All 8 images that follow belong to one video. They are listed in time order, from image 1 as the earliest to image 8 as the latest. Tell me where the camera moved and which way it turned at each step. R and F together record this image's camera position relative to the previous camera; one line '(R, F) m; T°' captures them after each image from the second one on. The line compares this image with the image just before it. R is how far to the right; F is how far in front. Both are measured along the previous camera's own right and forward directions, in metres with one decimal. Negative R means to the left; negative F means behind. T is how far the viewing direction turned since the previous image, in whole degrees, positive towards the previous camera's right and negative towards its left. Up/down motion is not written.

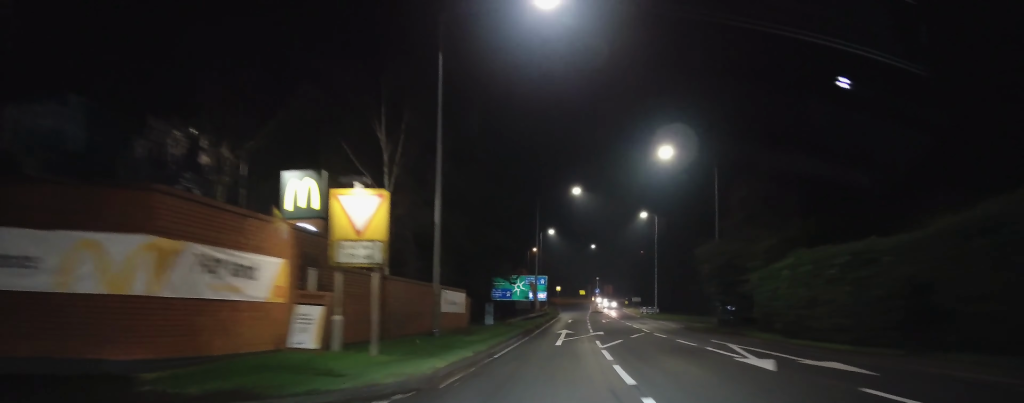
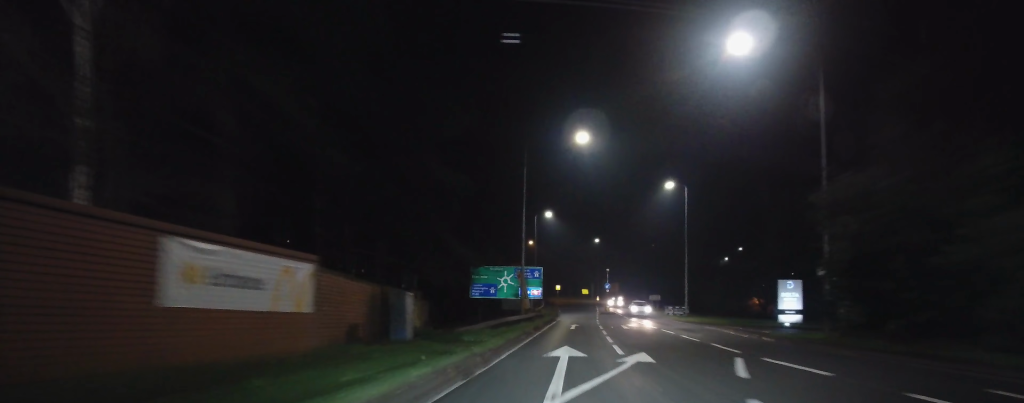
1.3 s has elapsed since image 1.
(-0.4, +19.3) m; 0°
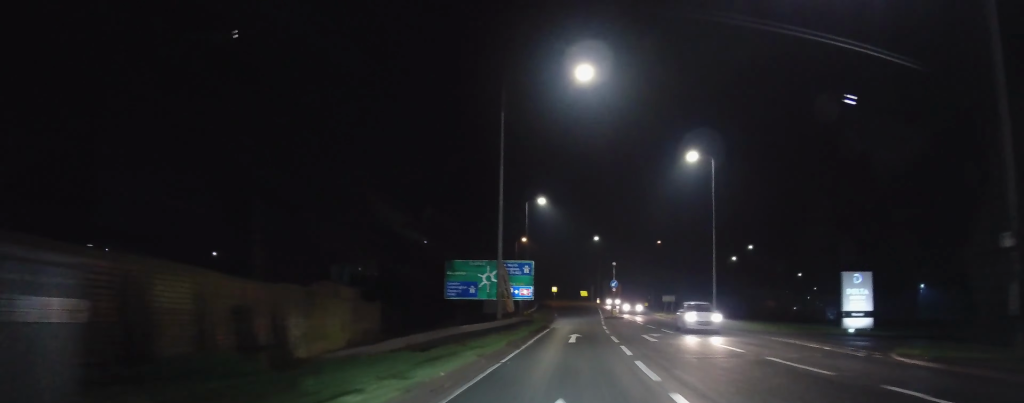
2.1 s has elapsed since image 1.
(+0.3, +12.2) m; +2°
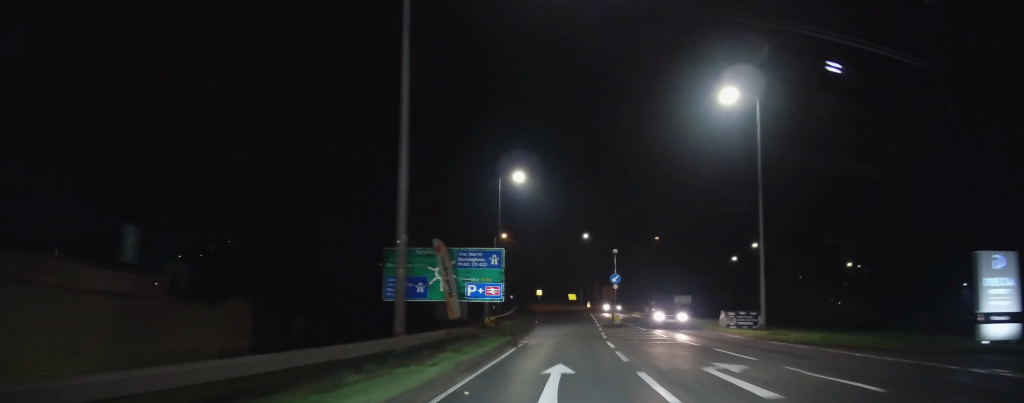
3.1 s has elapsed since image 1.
(+0.2, +14.5) m; +1°
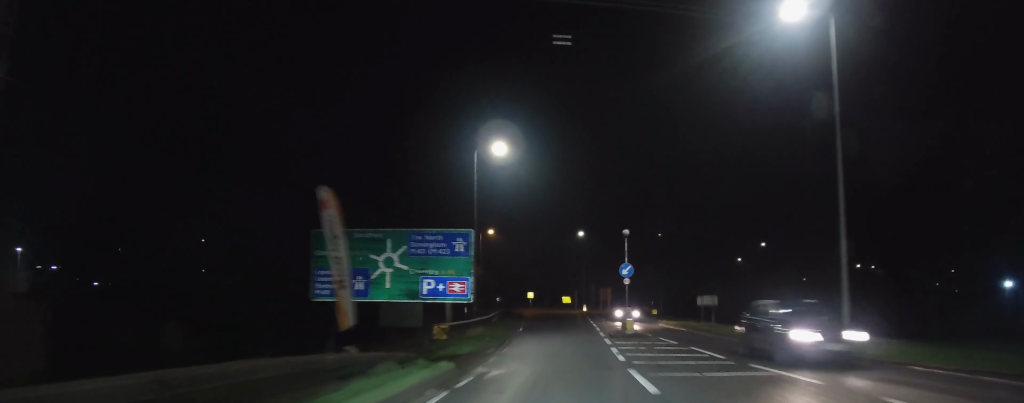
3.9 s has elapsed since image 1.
(0.0, +10.6) m; 0°
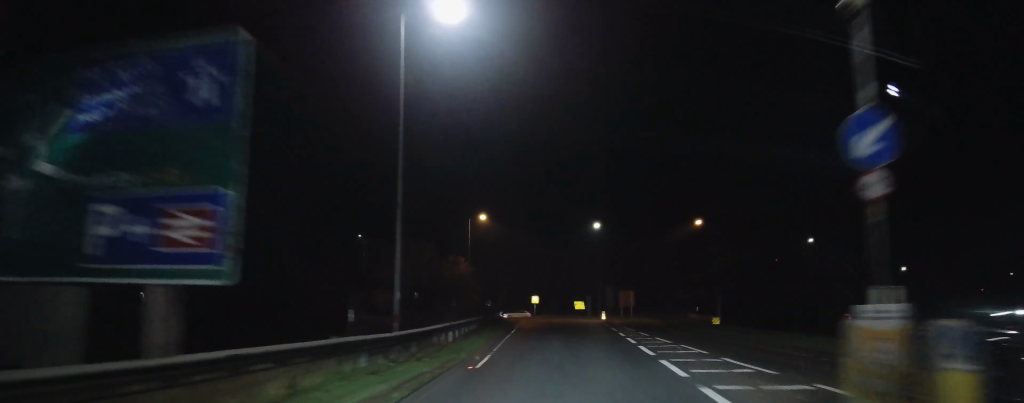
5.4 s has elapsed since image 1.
(0.0, +22.1) m; -2°
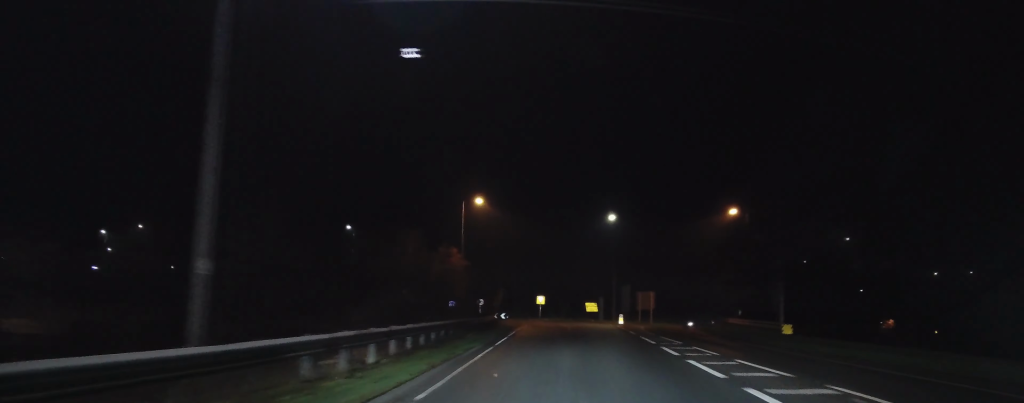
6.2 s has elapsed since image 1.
(-0.4, +12.0) m; 0°
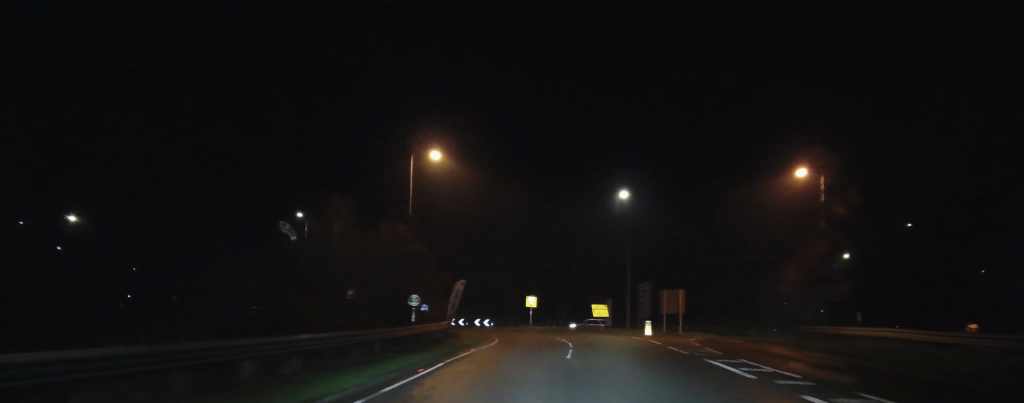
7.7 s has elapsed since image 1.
(+0.4, +20.5) m; +1°
